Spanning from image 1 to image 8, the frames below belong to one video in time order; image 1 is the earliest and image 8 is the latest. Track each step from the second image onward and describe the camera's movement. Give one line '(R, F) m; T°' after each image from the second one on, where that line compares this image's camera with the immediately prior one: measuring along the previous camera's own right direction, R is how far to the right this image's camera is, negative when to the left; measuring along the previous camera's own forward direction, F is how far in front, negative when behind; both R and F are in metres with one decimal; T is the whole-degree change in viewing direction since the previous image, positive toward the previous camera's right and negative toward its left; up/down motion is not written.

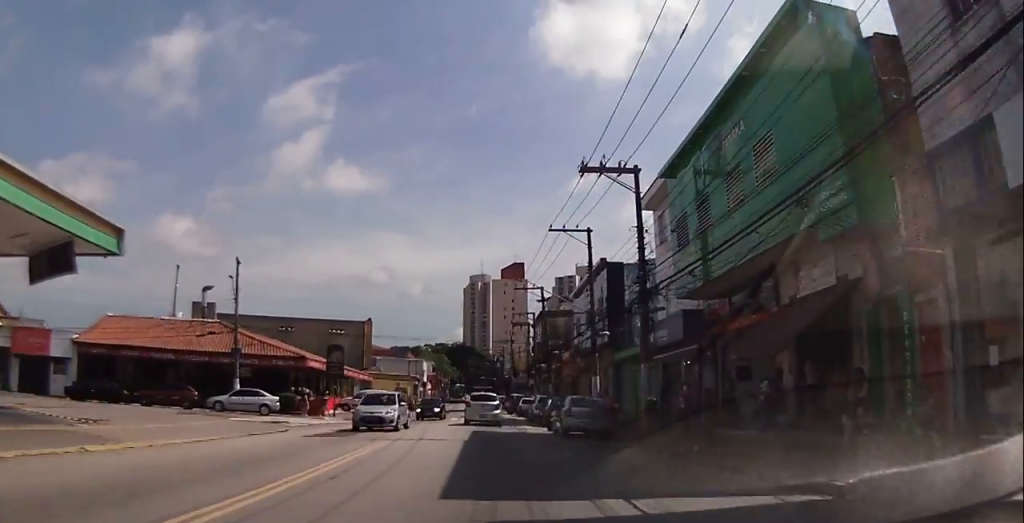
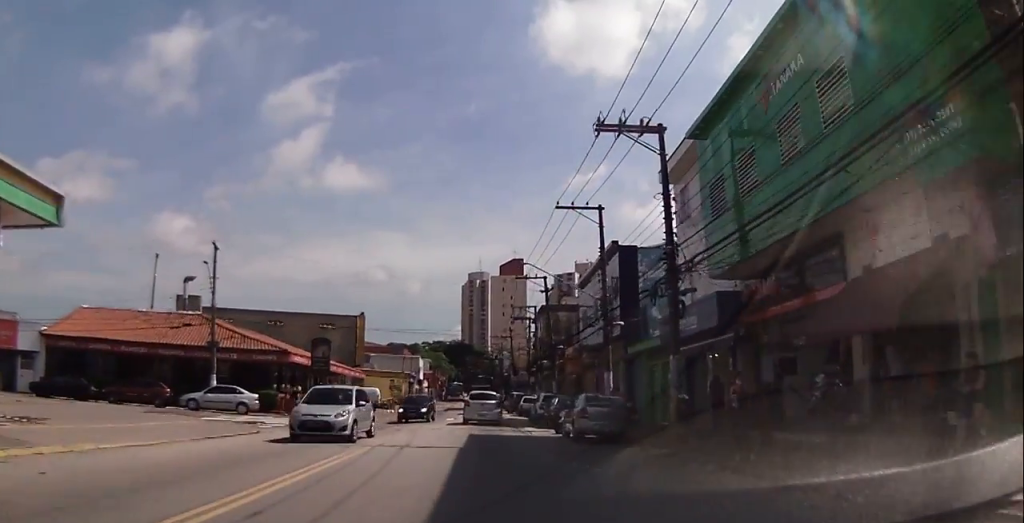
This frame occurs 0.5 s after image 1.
(+0.1, +3.4) m; -2°
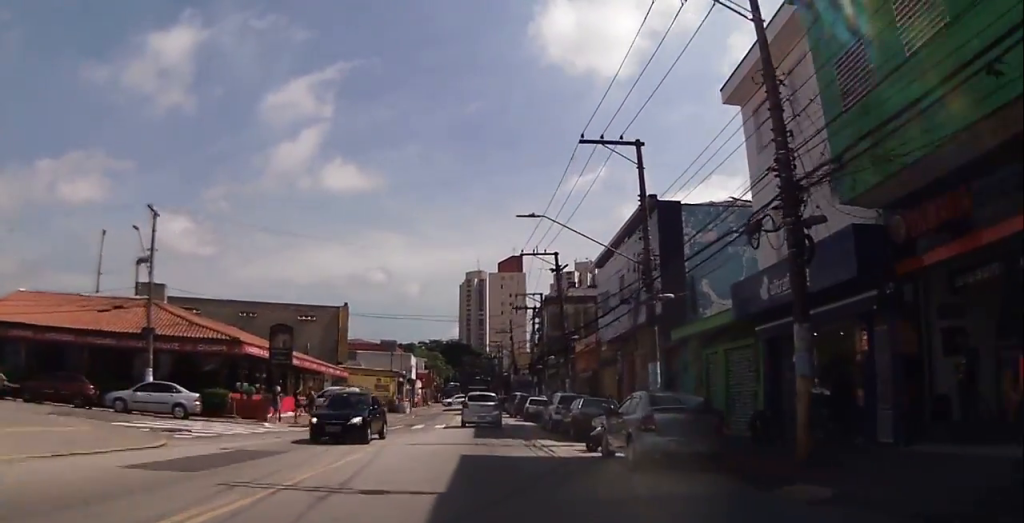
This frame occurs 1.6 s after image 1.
(-0.4, +7.4) m; -1°
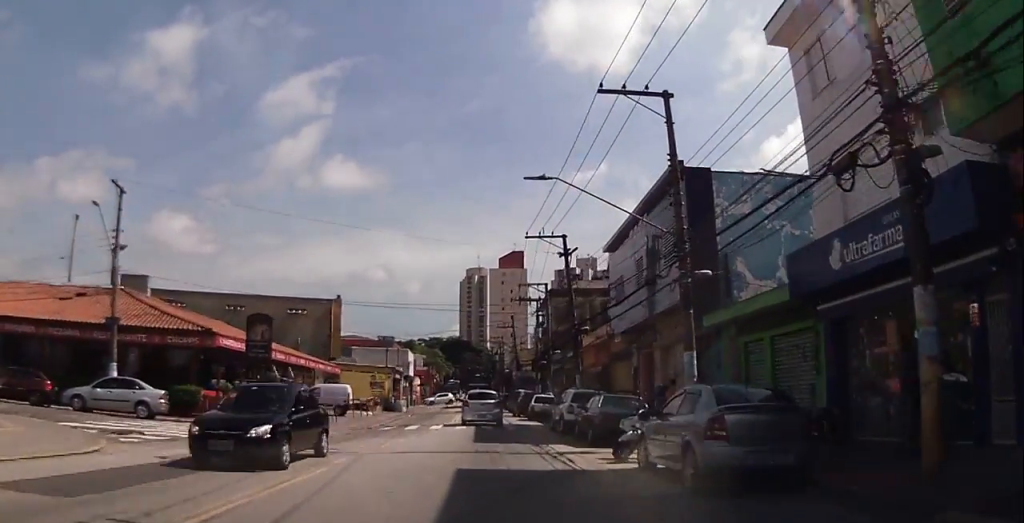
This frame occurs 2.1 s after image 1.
(0.0, +3.3) m; +1°
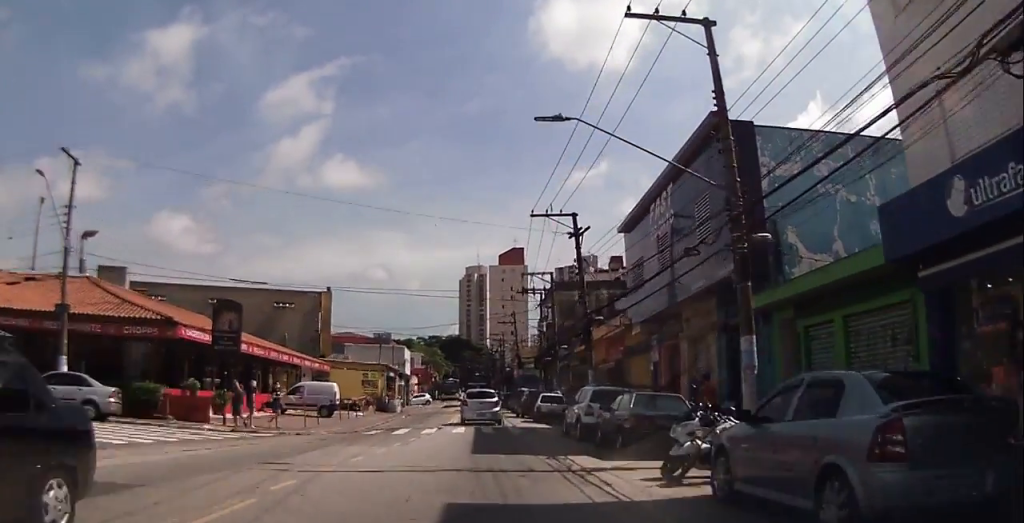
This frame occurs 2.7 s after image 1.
(+0.3, +3.8) m; +2°
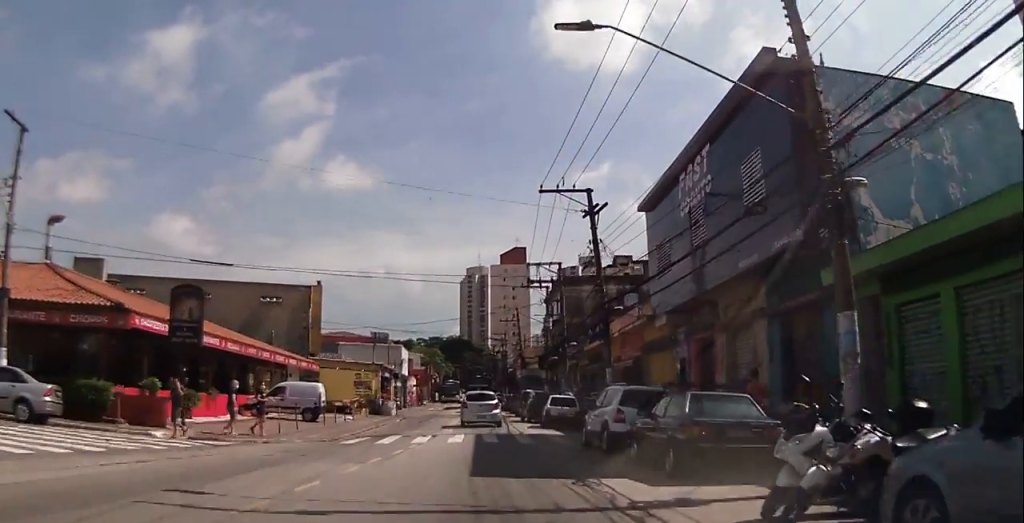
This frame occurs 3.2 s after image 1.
(0.0, +3.8) m; +2°
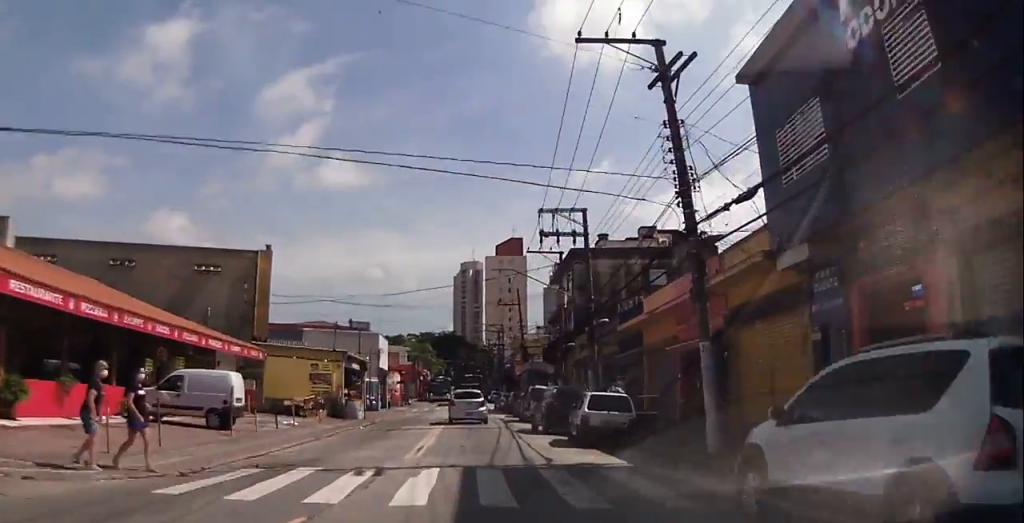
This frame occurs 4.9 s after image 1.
(+0.4, +10.8) m; -1°
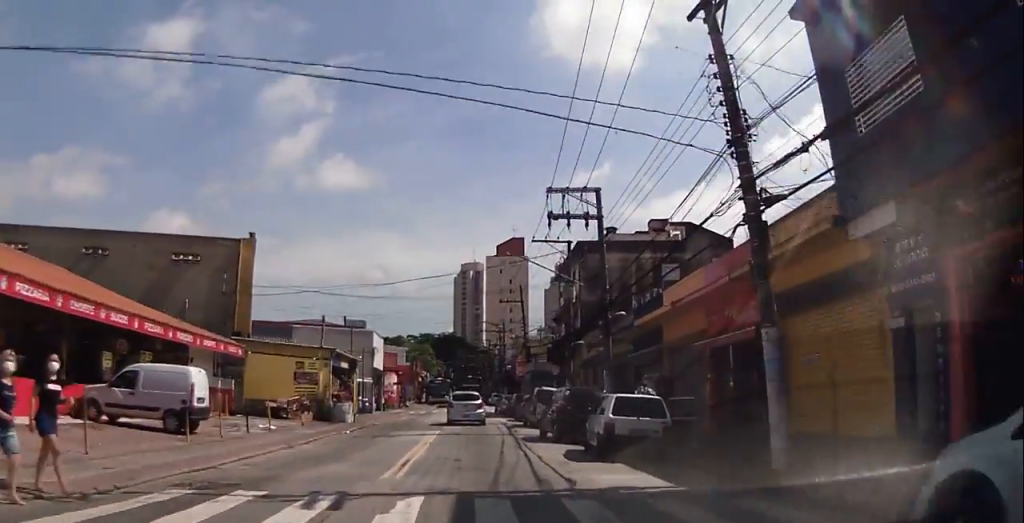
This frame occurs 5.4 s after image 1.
(-0.3, +2.8) m; -1°
